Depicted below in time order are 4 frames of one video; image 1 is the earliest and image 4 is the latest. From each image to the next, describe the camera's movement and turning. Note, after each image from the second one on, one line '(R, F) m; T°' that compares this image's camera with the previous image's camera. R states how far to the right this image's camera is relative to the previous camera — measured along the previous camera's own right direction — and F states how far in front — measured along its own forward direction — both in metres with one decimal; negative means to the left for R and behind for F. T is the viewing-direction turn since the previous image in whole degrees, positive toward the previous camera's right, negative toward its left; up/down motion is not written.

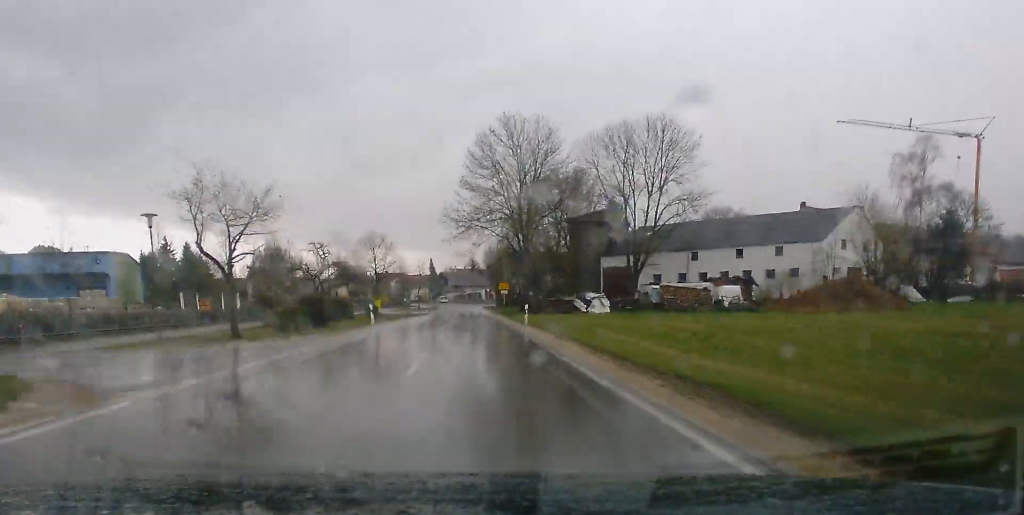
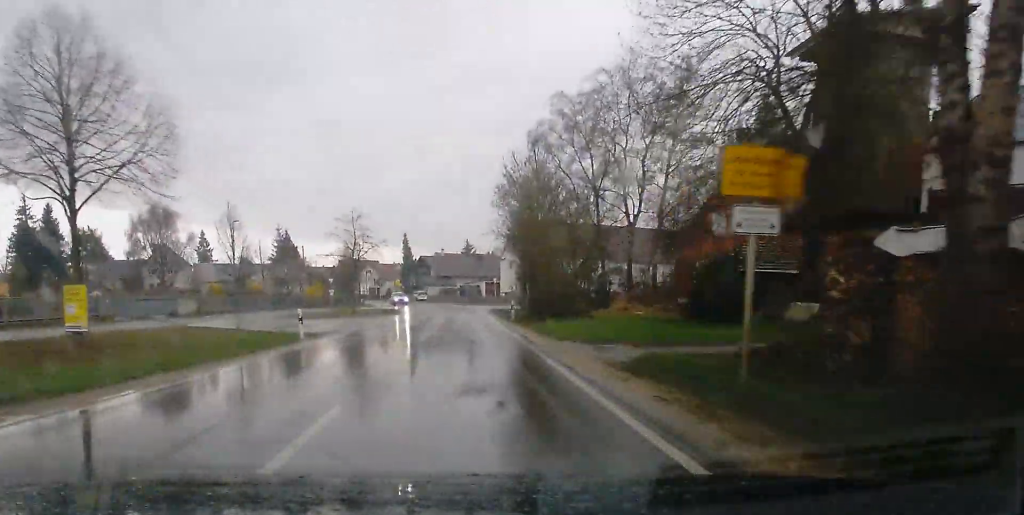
(+1.9, +67.1) m; +2°
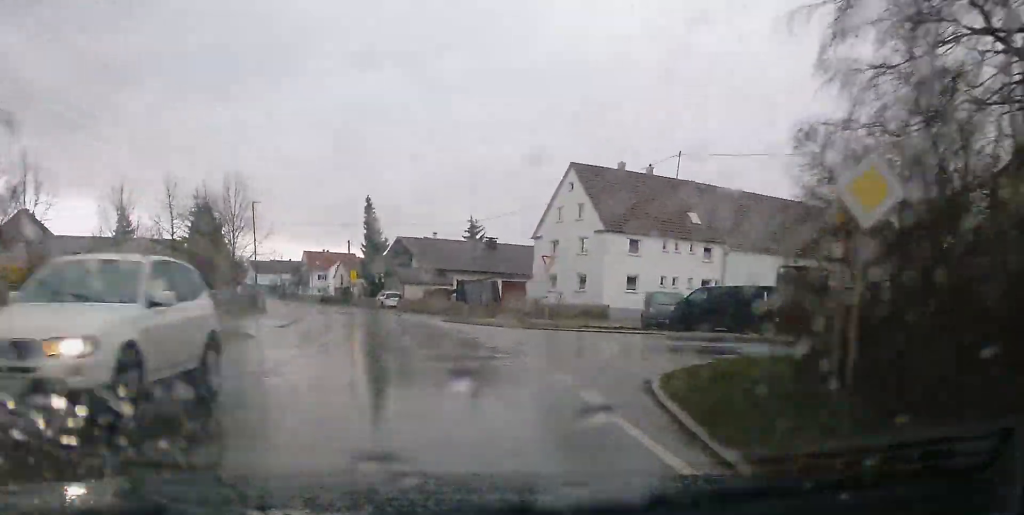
(-1.4, +51.9) m; -6°
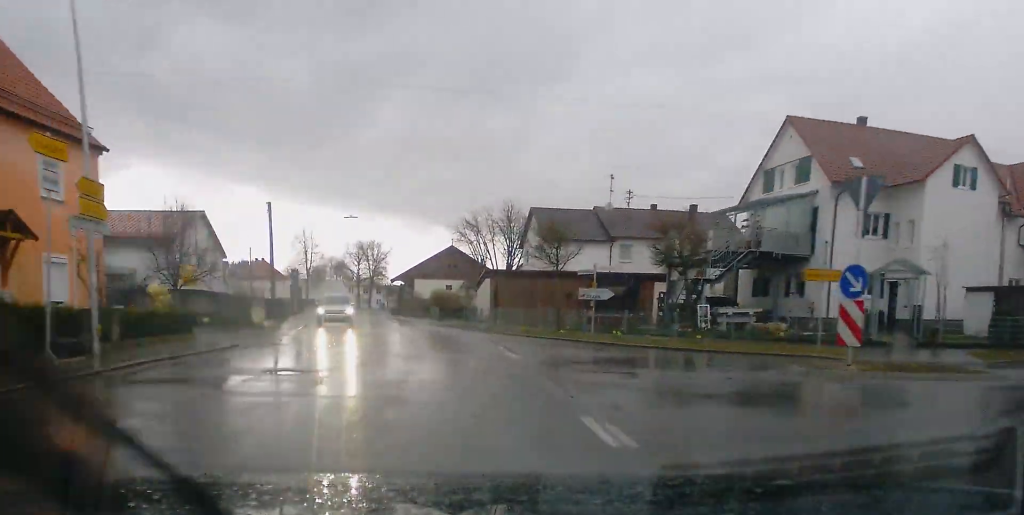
(-29.8, +132.2) m; -19°
